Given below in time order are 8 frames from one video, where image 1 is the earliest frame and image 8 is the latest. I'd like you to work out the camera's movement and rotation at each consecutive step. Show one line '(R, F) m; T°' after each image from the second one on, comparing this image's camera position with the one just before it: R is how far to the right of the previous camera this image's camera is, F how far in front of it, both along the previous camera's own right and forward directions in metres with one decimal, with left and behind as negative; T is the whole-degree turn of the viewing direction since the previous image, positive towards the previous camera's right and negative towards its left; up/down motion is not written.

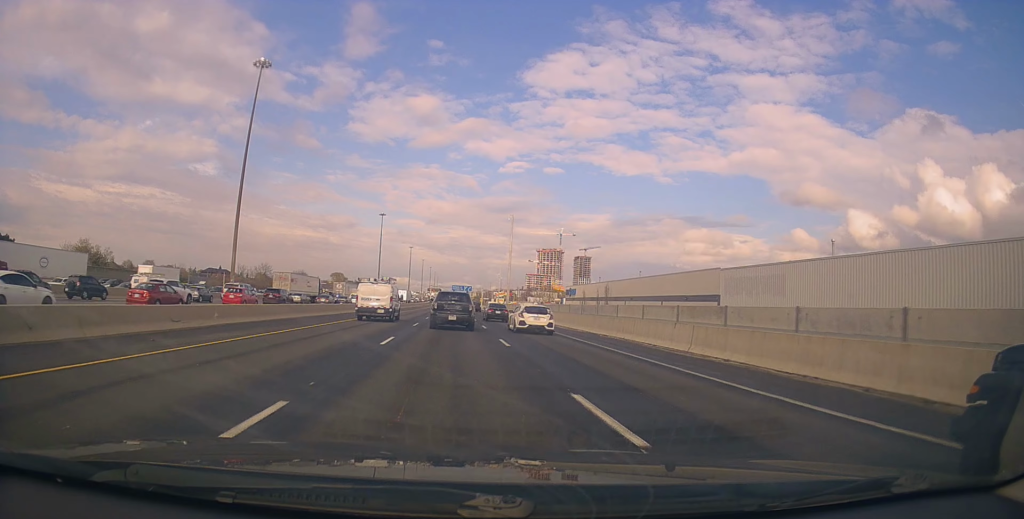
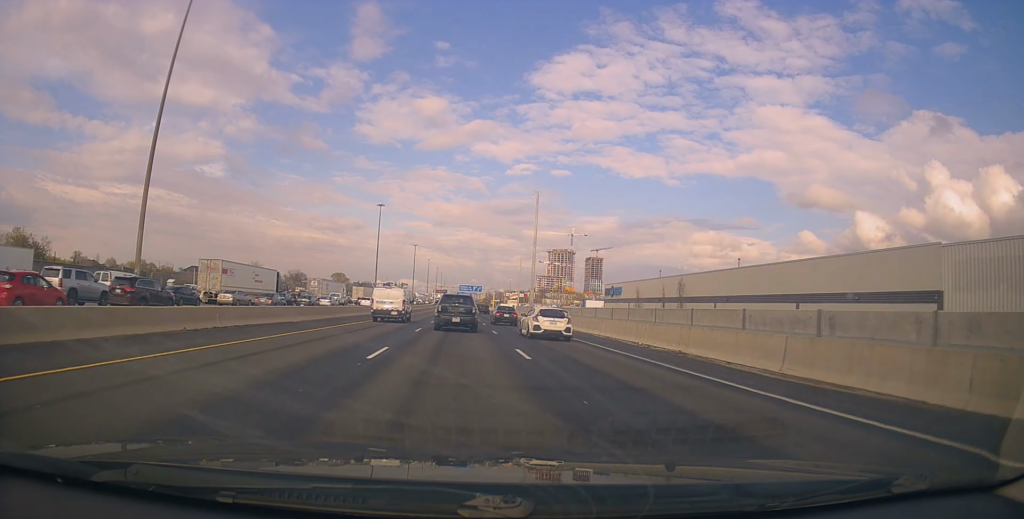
(-0.5, +28.0) m; -1°
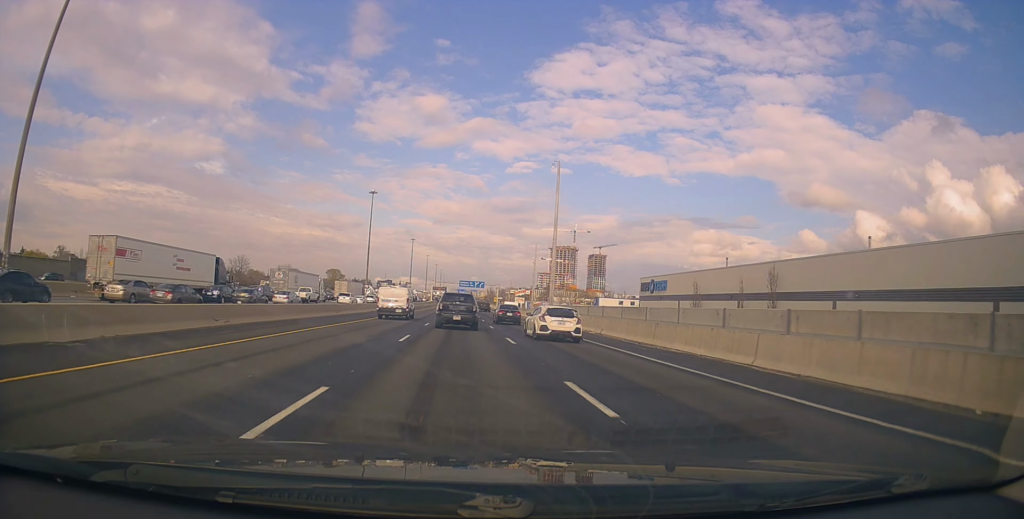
(+0.2, +20.4) m; +1°
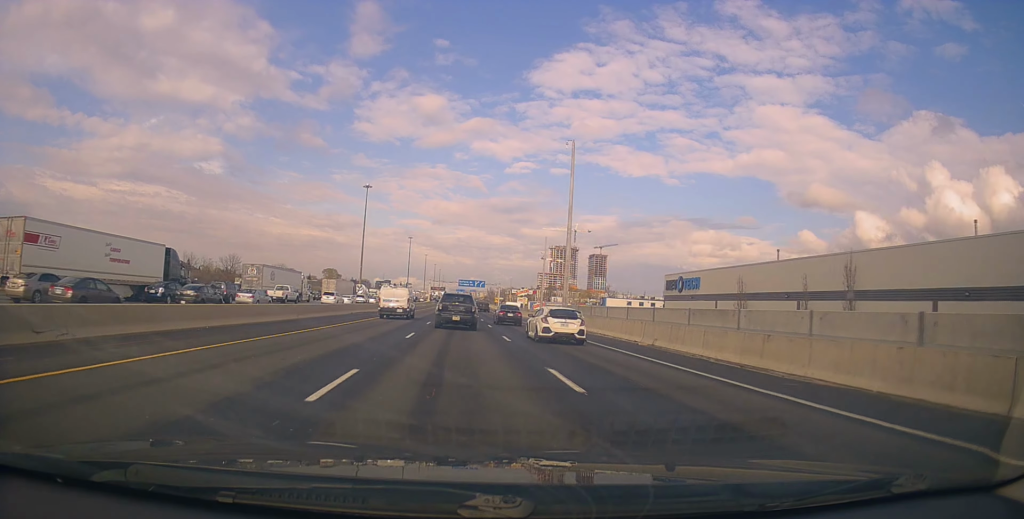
(+0.1, +10.4) m; 0°
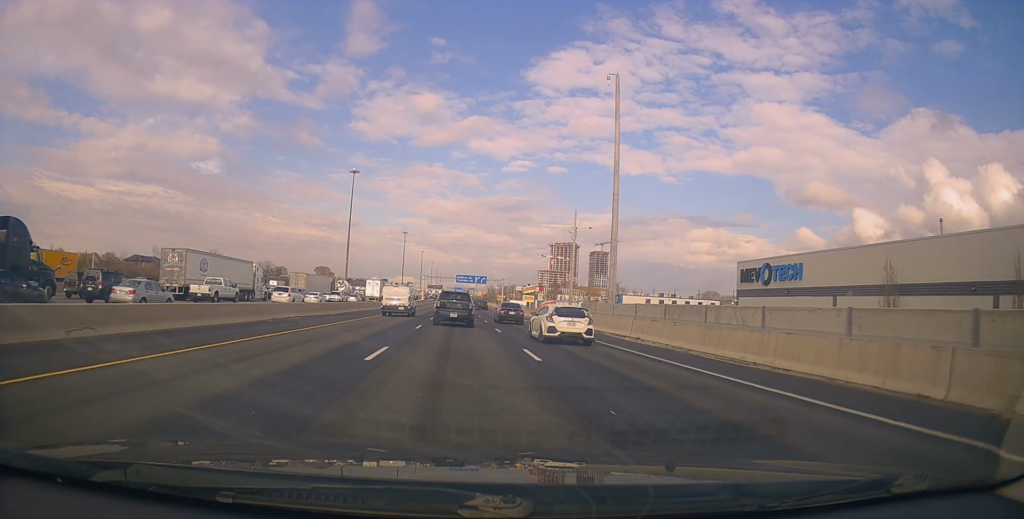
(0.0, +20.3) m; -1°
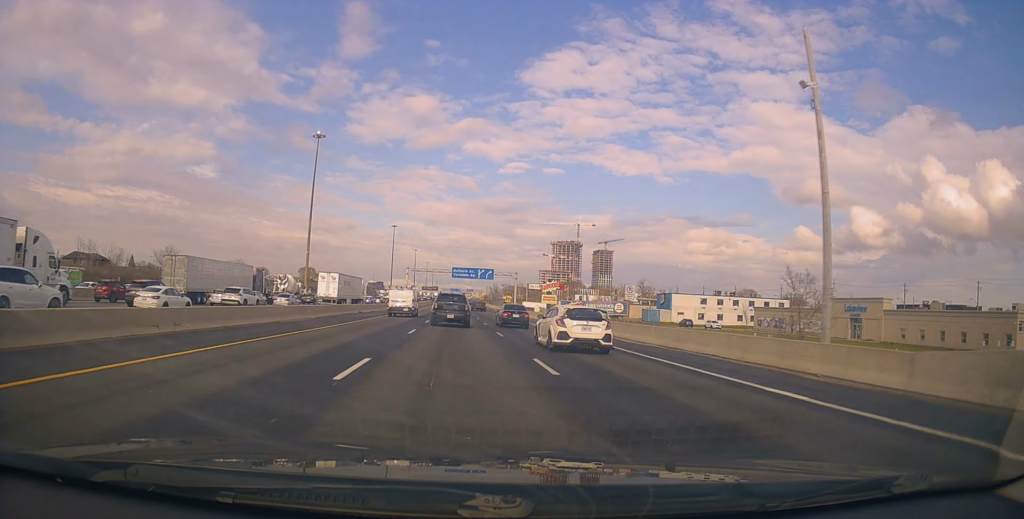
(+0.2, +39.5) m; +1°
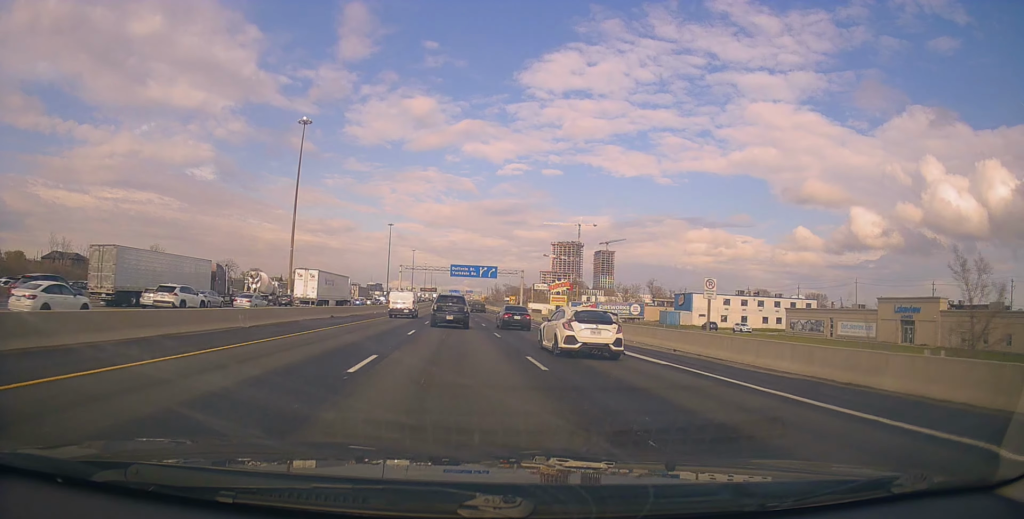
(-0.2, +12.0) m; -1°
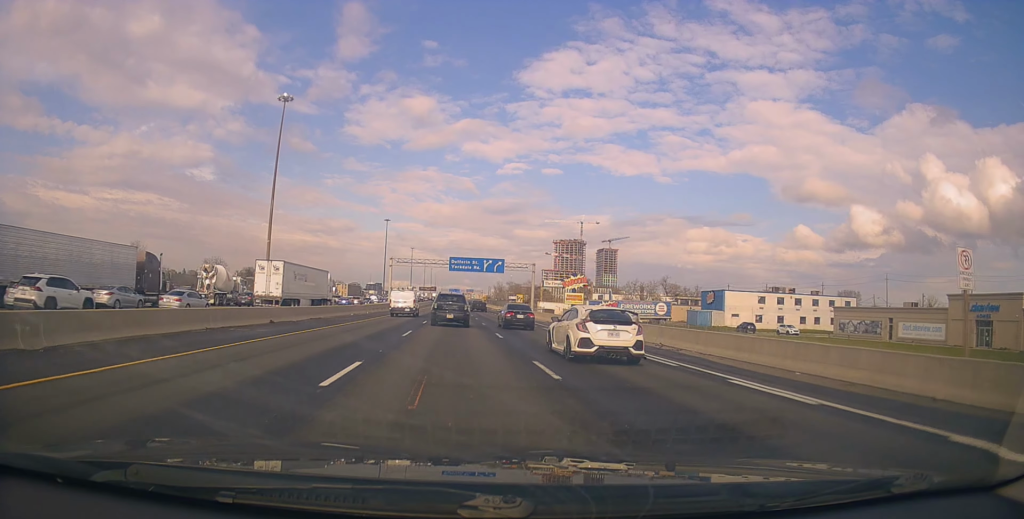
(-0.2, +13.6) m; 0°
